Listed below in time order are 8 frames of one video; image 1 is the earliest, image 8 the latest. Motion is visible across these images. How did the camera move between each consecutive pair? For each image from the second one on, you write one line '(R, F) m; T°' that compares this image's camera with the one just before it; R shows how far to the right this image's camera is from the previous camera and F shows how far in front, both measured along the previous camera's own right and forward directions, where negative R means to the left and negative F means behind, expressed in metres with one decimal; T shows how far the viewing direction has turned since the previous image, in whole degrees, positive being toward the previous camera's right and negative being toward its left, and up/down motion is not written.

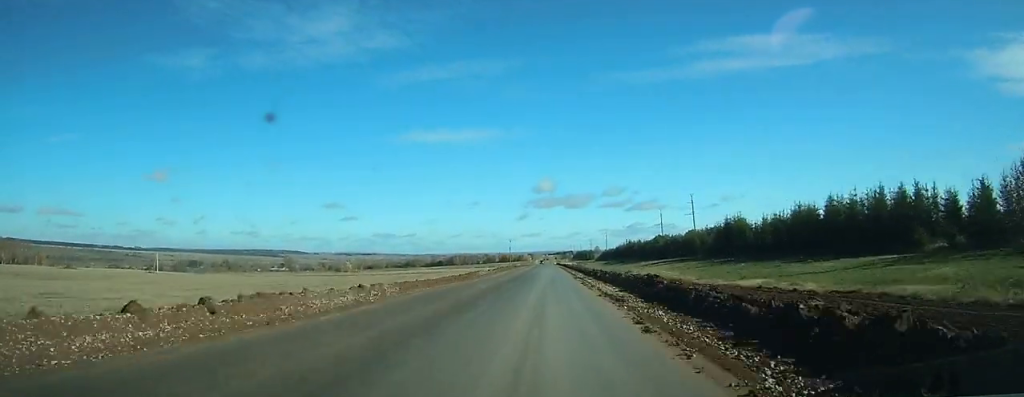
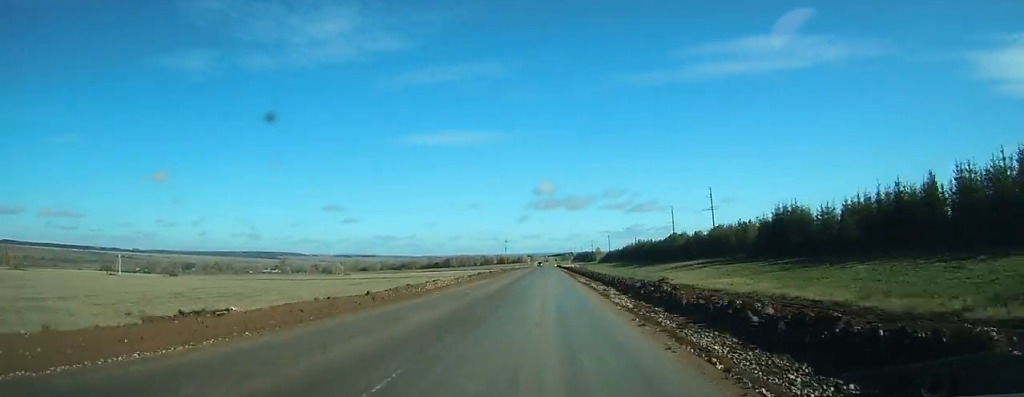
(0.0, +26.1) m; 0°
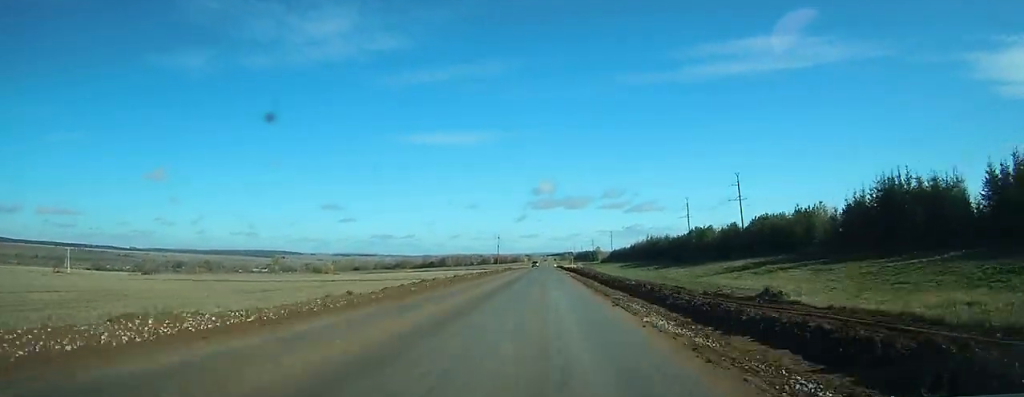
(+0.1, +29.7) m; 0°
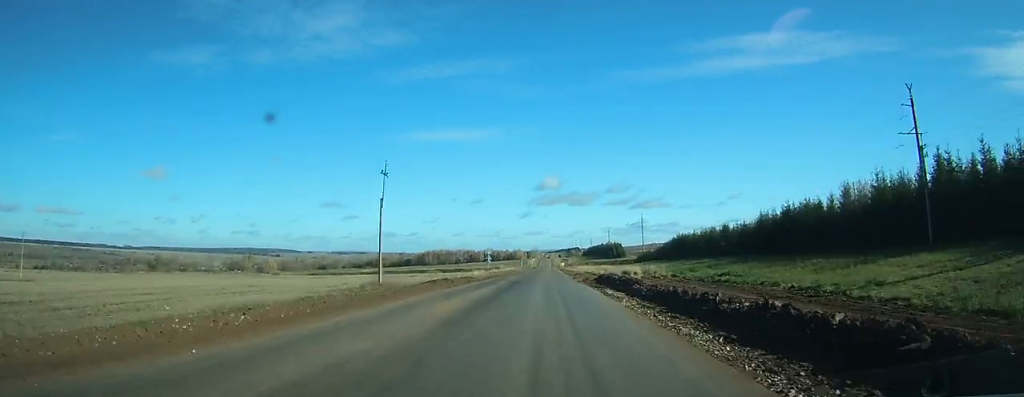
(0.0, +145.6) m; 0°
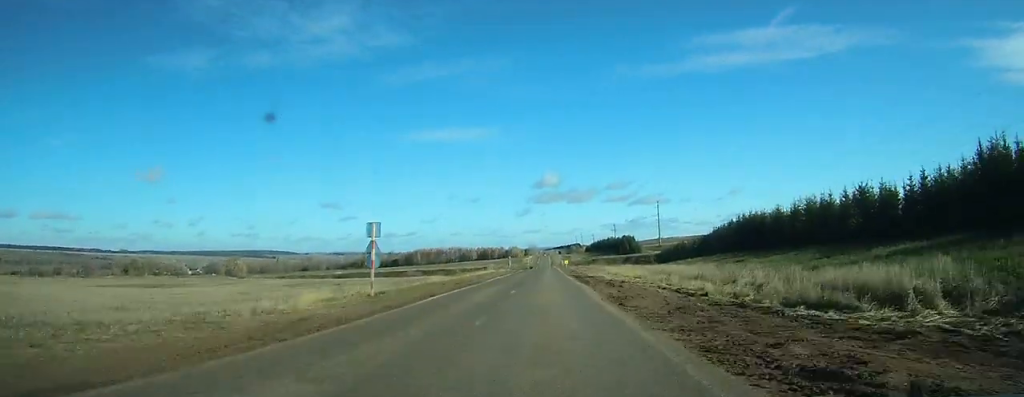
(+0.2, +53.9) m; 0°
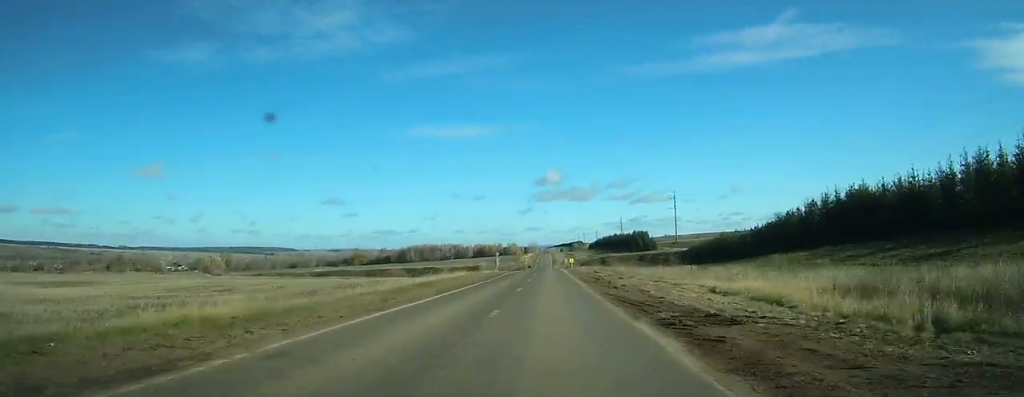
(+0.1, +35.4) m; 0°
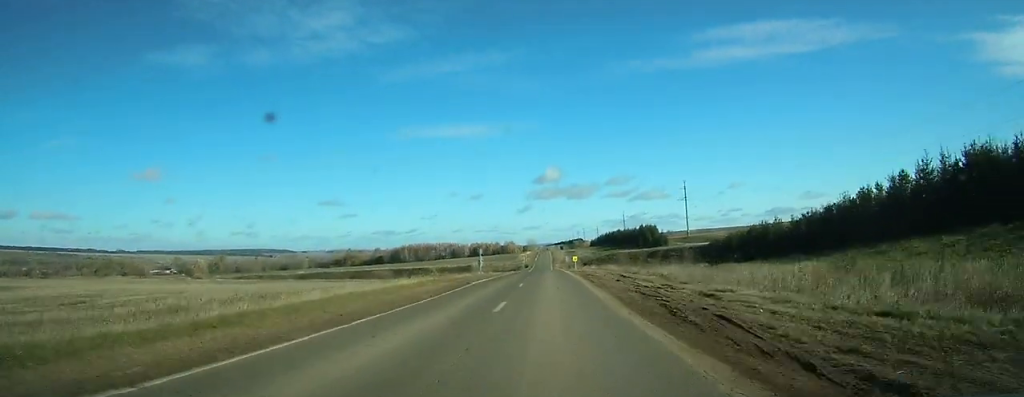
(+0.1, +21.9) m; 0°
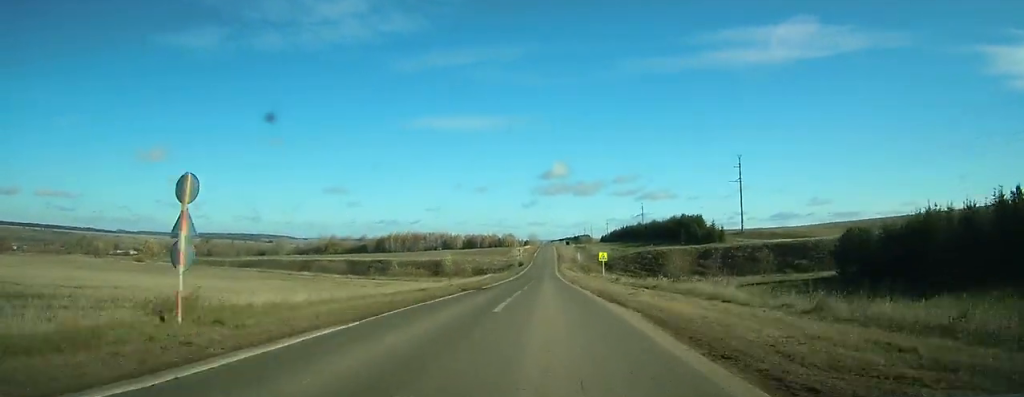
(-0.2, +59.9) m; 0°
